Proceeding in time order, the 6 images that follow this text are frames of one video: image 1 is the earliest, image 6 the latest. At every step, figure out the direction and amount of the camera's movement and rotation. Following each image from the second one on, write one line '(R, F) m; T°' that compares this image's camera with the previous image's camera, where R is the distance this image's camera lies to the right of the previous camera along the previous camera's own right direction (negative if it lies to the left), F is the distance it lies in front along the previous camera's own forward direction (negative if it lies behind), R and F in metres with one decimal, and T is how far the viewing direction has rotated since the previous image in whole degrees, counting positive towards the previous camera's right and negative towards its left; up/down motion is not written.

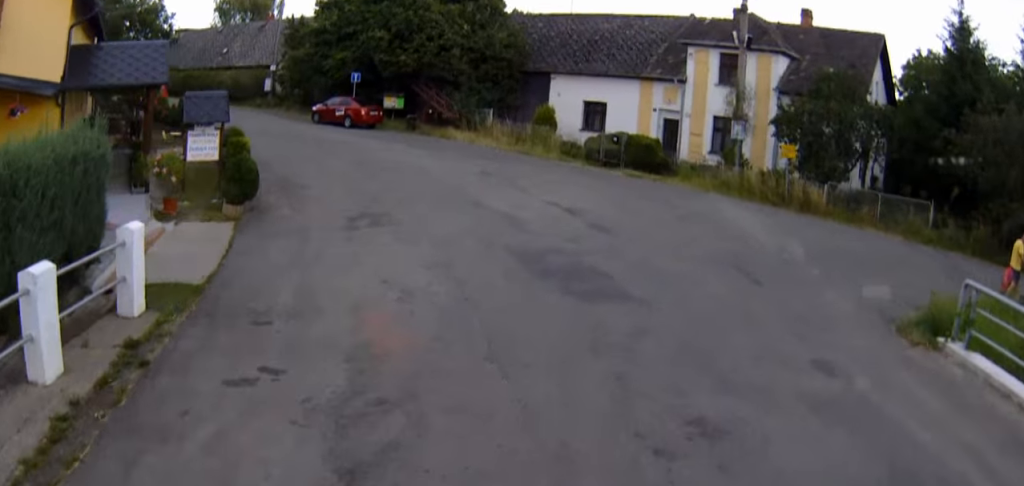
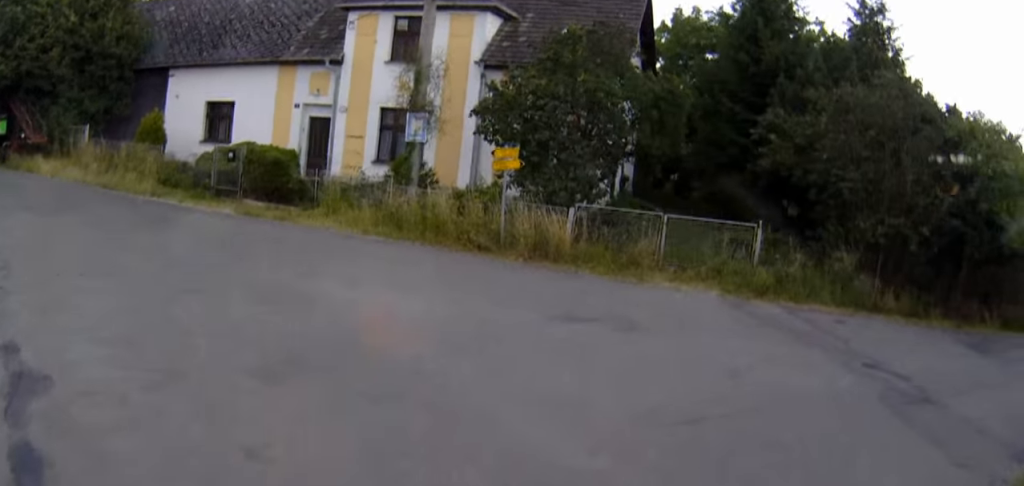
(+2.7, +12.4) m; +23°
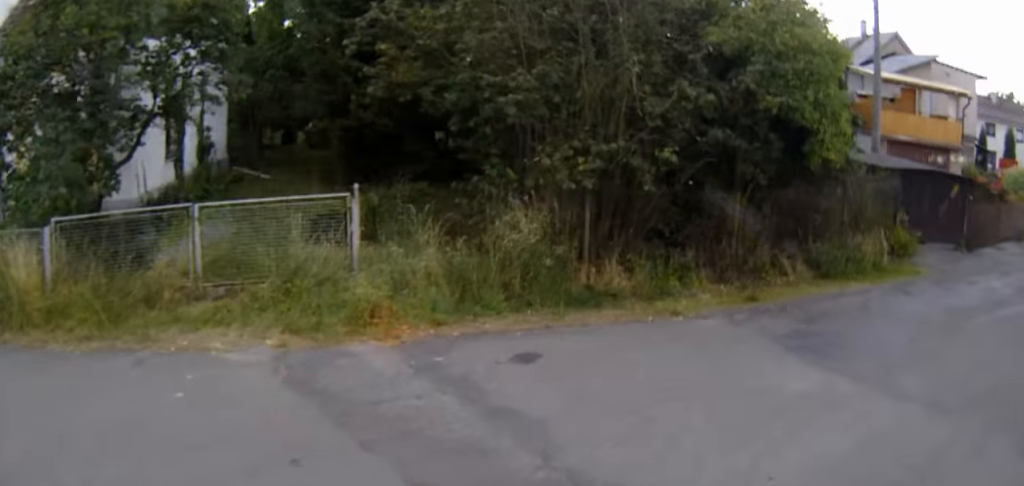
(+0.7, +7.6) m; +12°
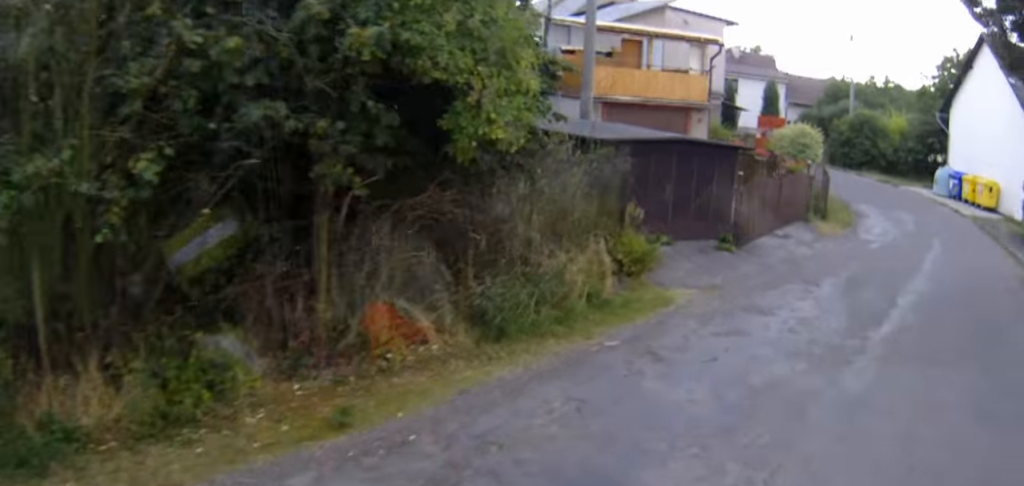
(+0.5, +5.4) m; +17°
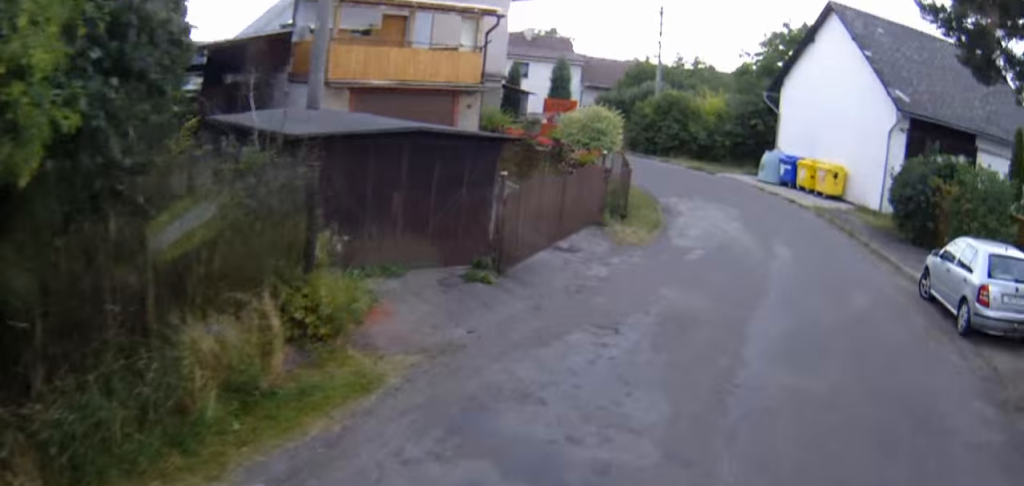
(-0.2, +3.5) m; +18°
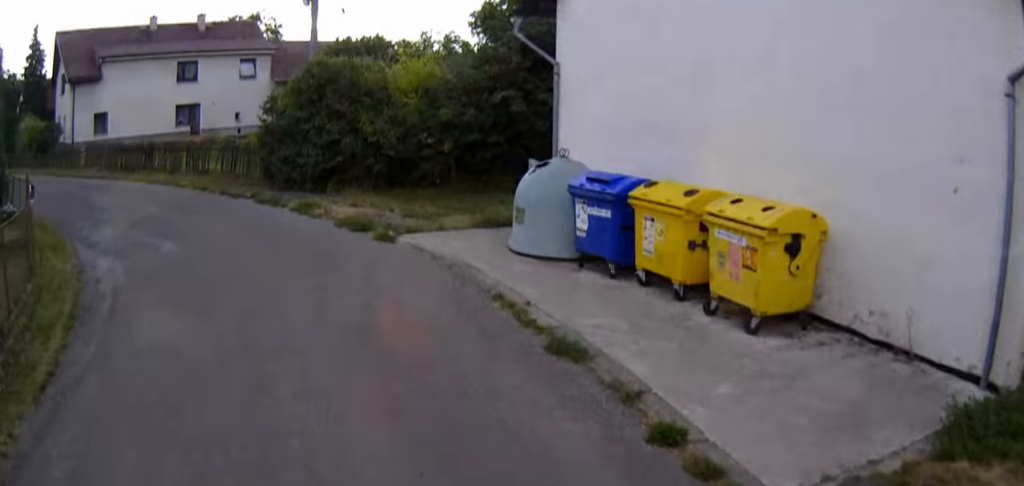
(+7.4, +13.6) m; +13°
